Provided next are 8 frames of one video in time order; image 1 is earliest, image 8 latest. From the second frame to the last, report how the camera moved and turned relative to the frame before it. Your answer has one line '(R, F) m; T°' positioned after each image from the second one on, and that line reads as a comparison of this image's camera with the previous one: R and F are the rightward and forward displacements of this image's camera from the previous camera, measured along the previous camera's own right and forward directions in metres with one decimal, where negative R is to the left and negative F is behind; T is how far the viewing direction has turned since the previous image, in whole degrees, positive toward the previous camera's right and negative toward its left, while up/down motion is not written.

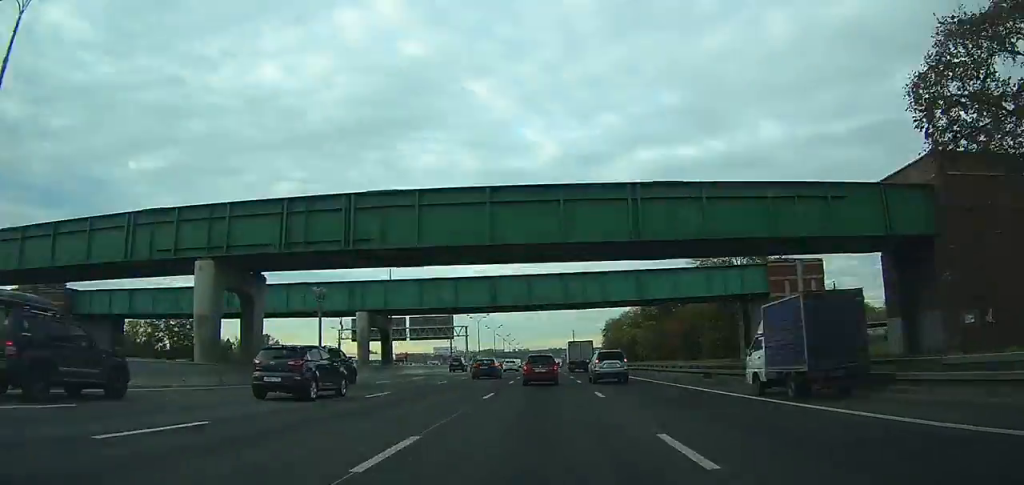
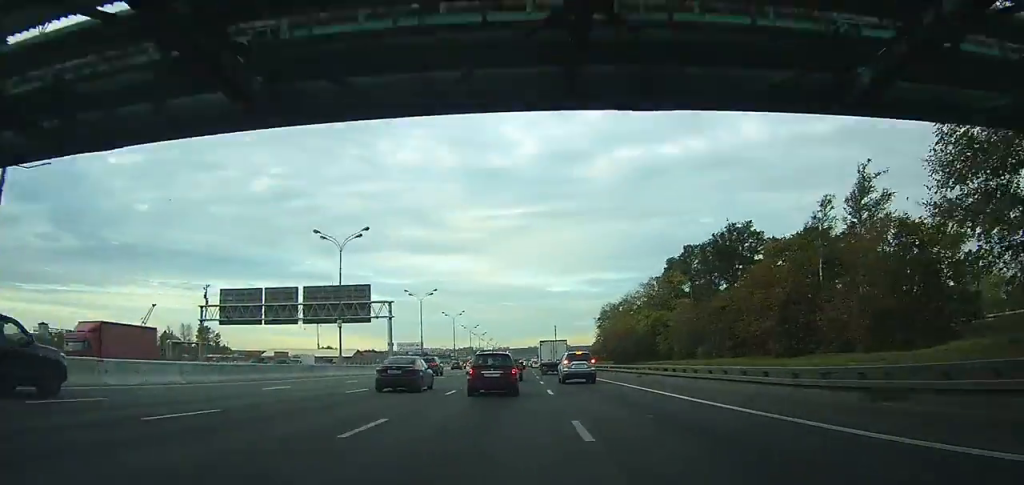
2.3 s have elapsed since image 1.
(+0.2, +47.3) m; +1°
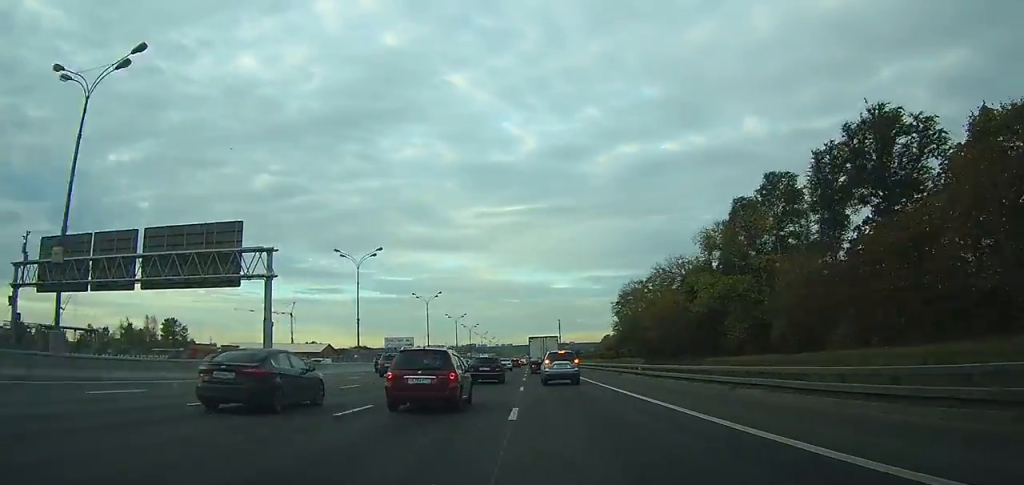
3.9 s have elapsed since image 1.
(+0.2, +32.6) m; 0°
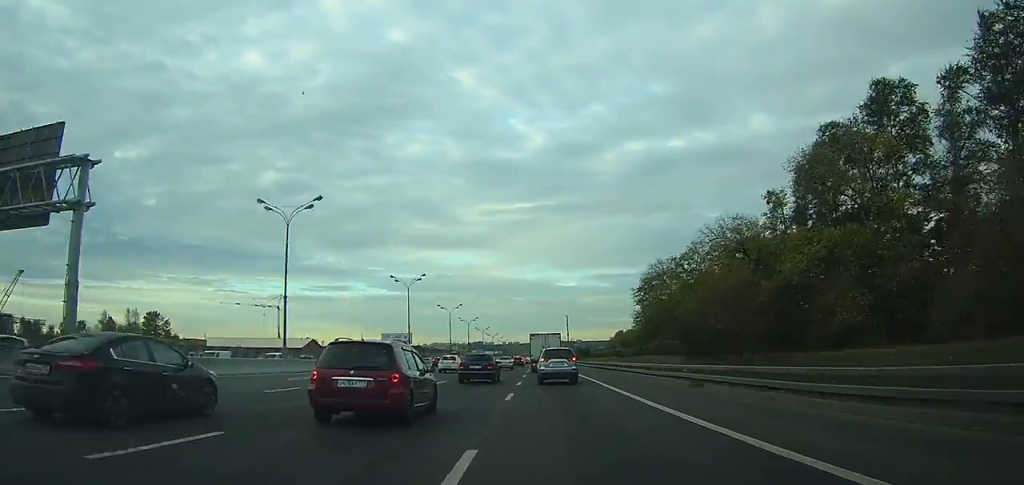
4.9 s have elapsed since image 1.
(0.0, +18.6) m; 0°
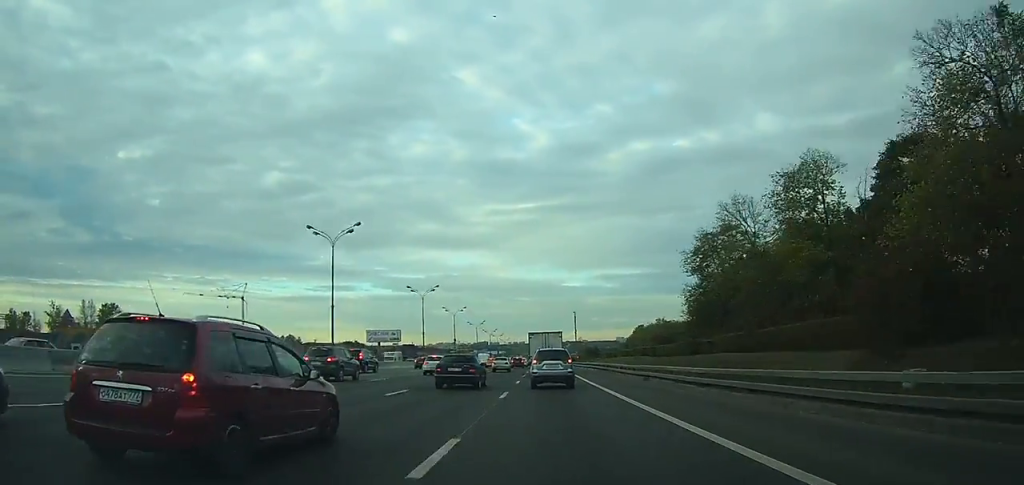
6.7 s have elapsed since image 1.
(0.0, +31.6) m; -1°
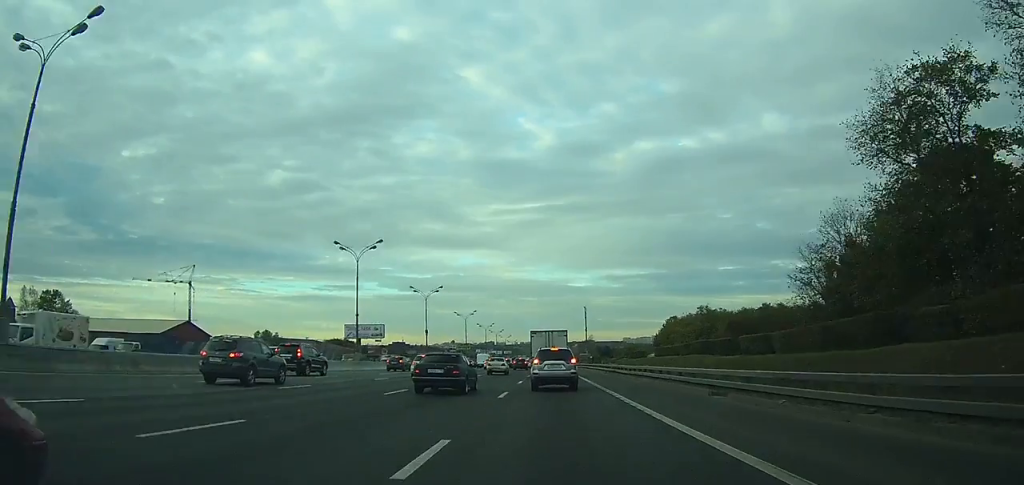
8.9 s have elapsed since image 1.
(-0.4, +35.1) m; -1°
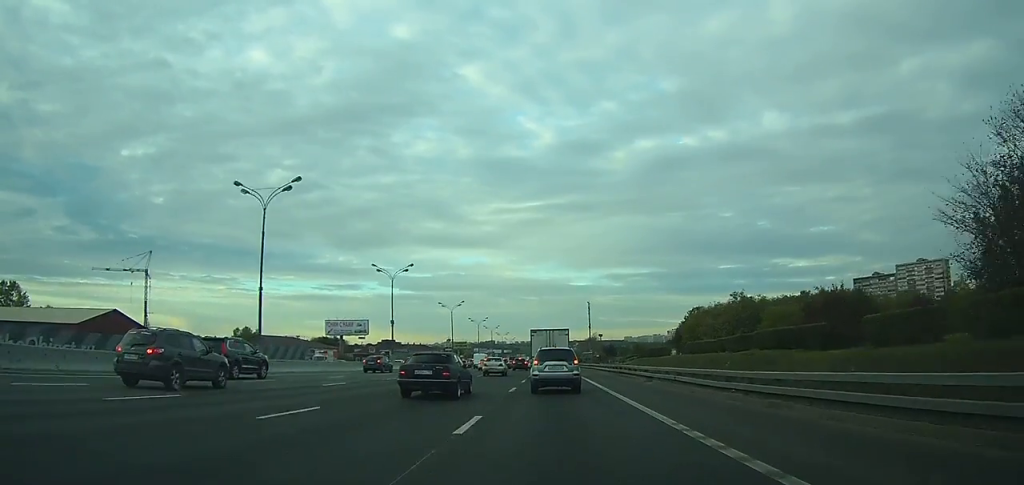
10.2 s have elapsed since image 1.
(-0.1, +22.1) m; 0°
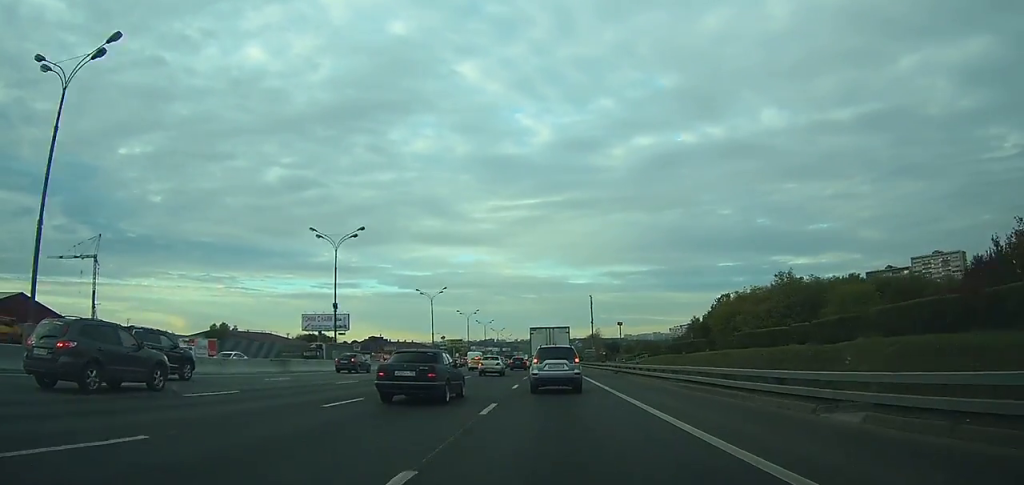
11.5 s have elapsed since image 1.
(0.0, +20.8) m; 0°
